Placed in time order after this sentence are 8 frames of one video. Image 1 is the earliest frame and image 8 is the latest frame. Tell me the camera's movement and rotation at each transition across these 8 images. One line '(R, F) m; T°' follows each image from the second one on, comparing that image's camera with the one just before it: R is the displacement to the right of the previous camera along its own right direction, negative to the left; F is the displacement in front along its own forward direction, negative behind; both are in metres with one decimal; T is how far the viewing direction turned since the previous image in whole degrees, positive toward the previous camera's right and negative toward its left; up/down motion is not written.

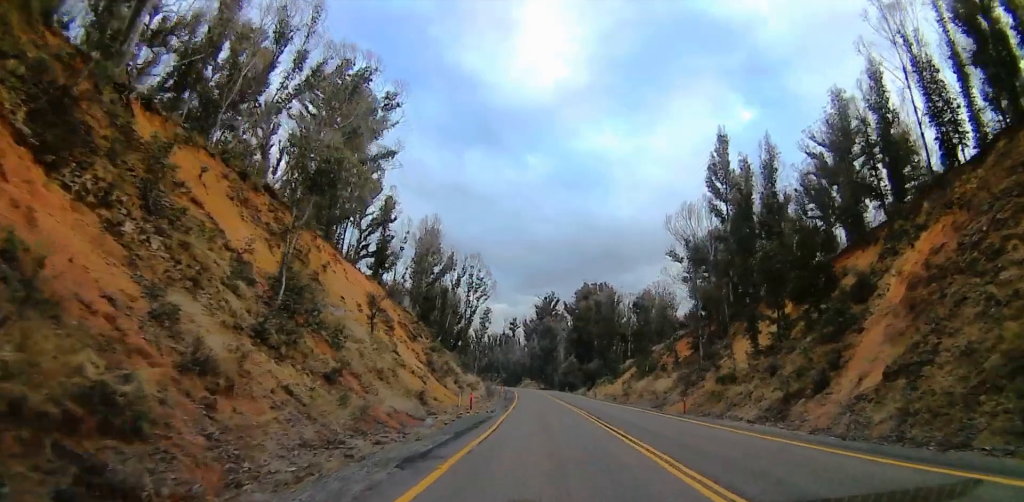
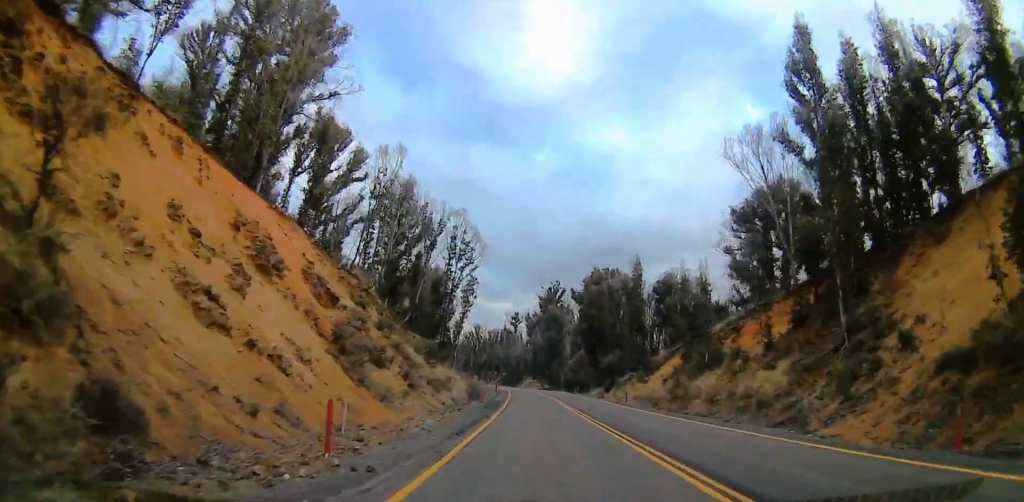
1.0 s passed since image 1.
(0.0, +23.4) m; 0°
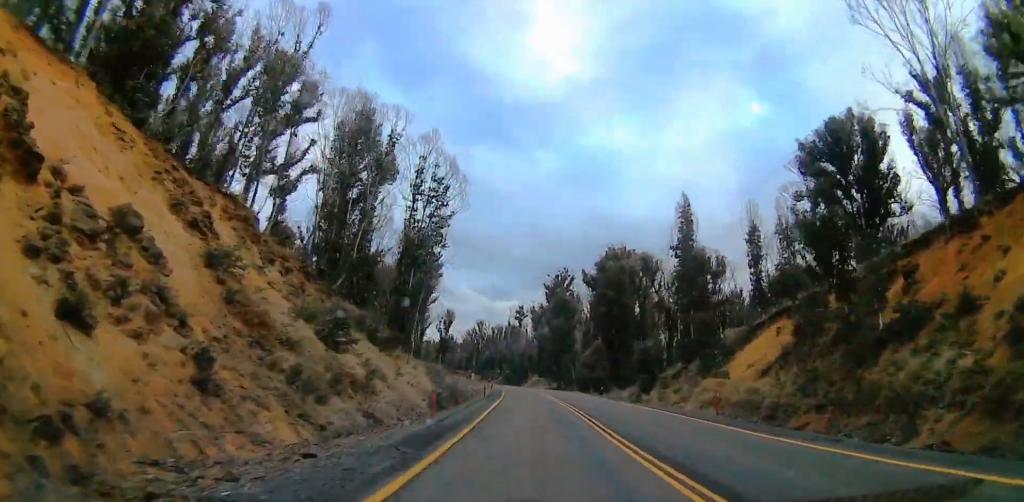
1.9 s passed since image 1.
(0.0, +23.2) m; 0°
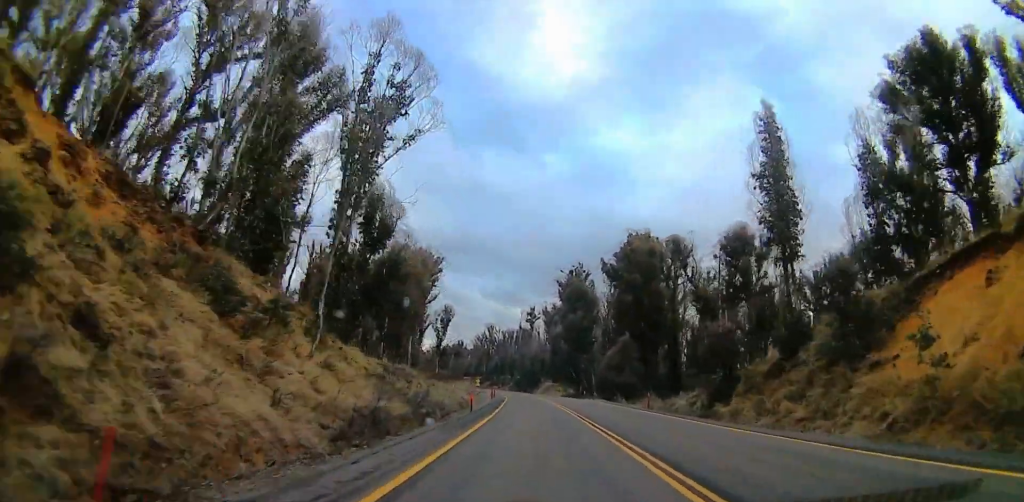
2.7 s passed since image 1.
(0.0, +18.3) m; 0°
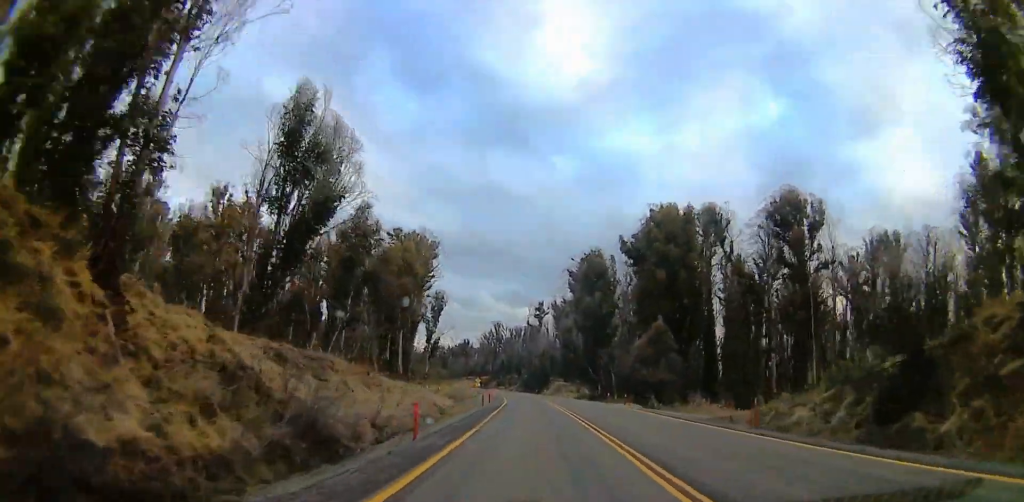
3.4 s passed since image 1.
(0.0, +18.2) m; 0°
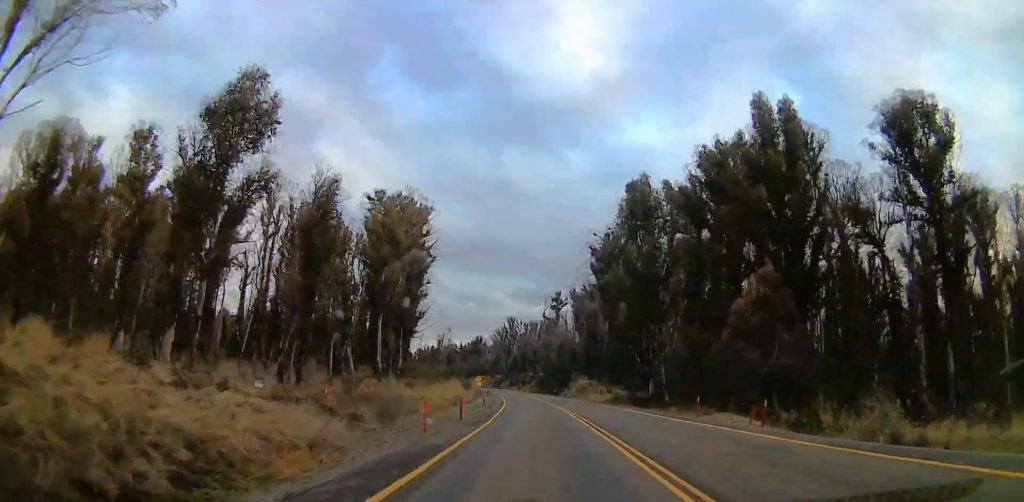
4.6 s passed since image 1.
(0.0, +26.8) m; 0°
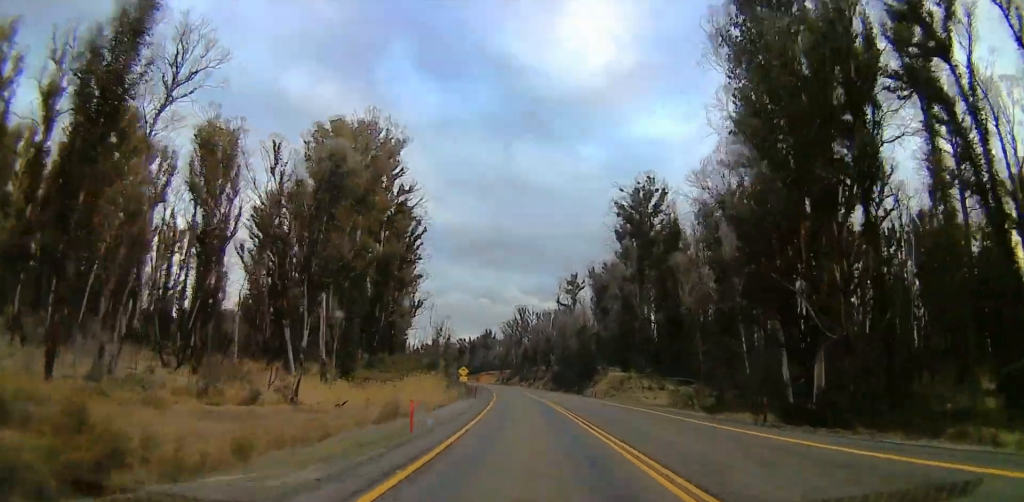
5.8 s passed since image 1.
(-1.3, +30.2) m; -7°
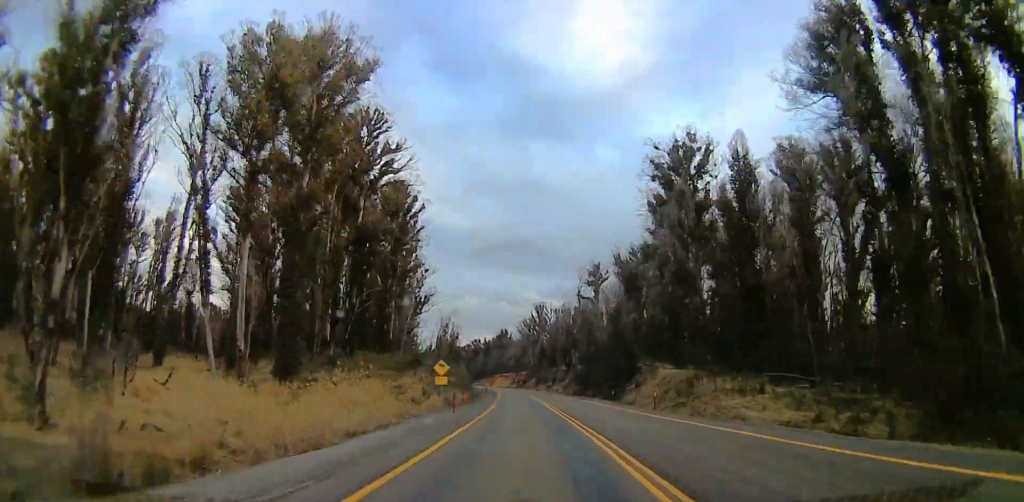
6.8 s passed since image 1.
(-1.6, +21.7) m; -2°
